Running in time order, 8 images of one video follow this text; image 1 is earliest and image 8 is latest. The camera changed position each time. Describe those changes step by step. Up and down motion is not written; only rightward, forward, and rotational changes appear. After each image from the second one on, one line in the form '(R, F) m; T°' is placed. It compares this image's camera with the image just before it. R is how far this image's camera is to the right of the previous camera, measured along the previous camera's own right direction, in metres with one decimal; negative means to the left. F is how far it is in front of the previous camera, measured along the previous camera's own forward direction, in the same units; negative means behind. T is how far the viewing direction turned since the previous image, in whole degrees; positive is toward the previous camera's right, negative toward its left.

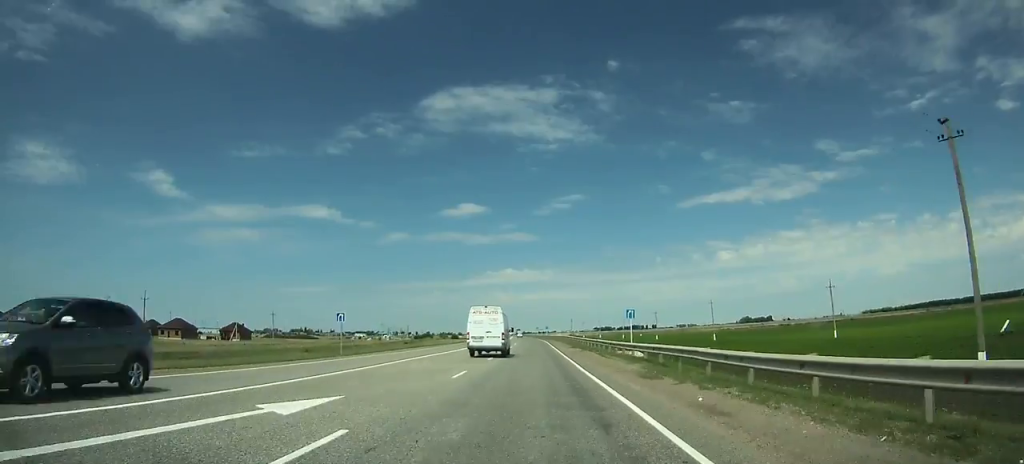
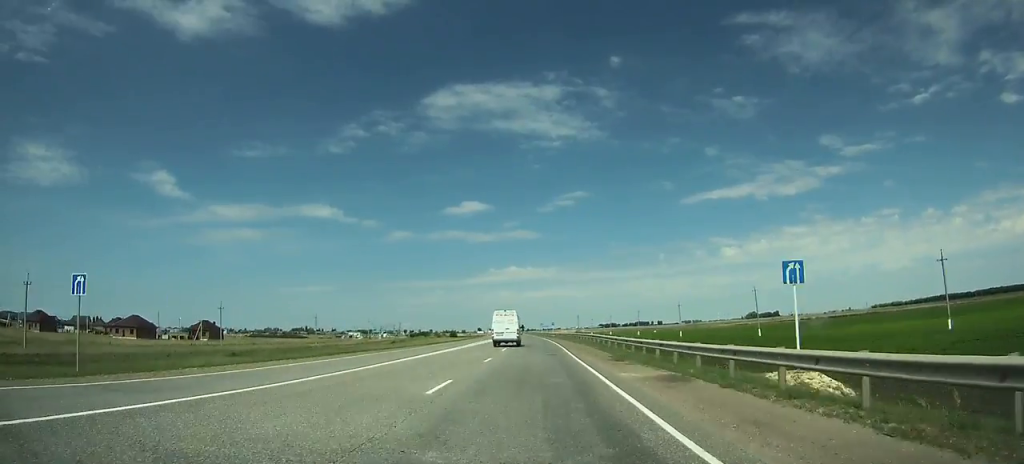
(-0.2, +29.5) m; -1°
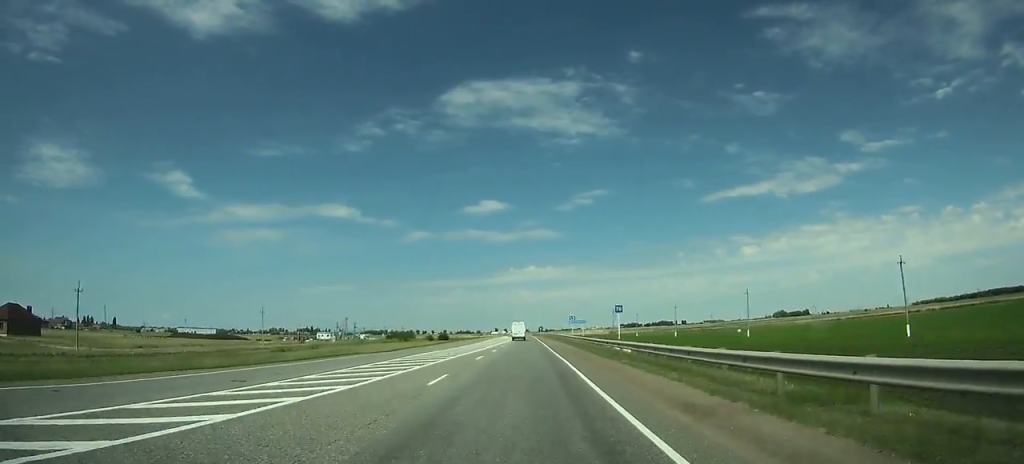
(-1.9, +110.3) m; -2°
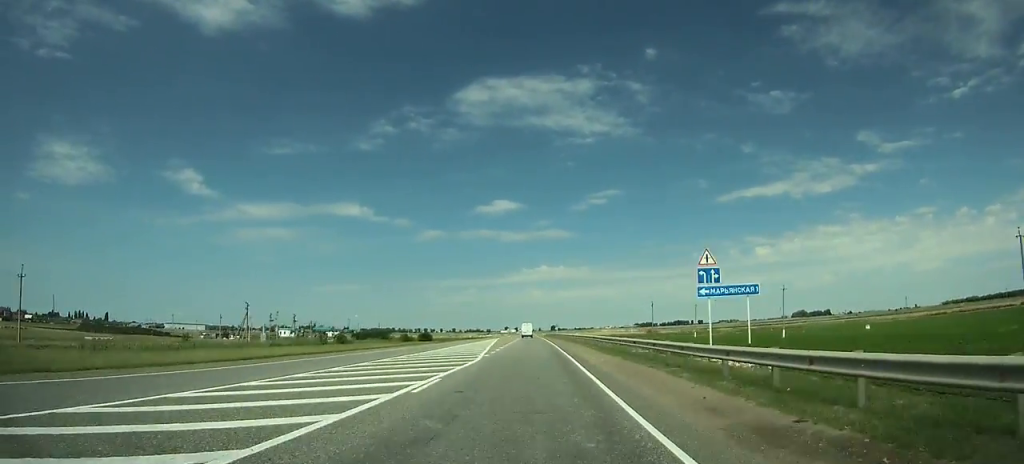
(-1.0, +77.3) m; -1°
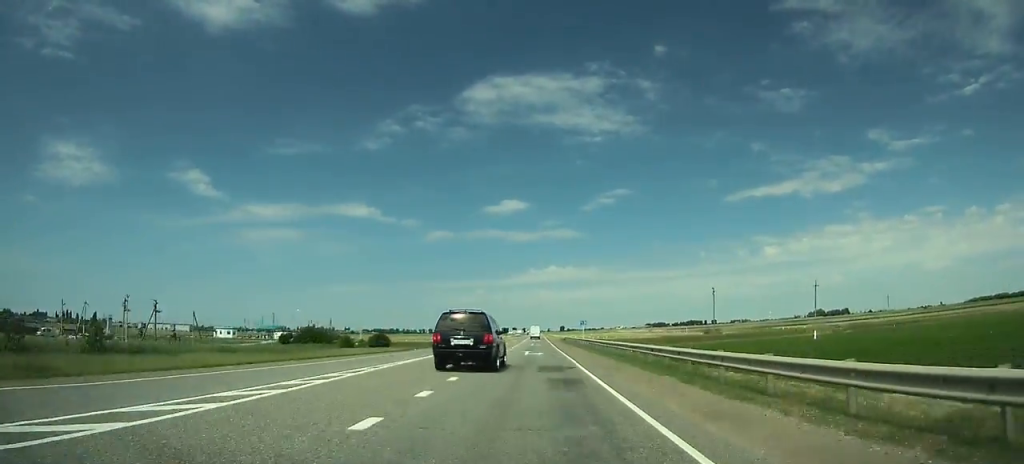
(-0.6, +72.7) m; -1°
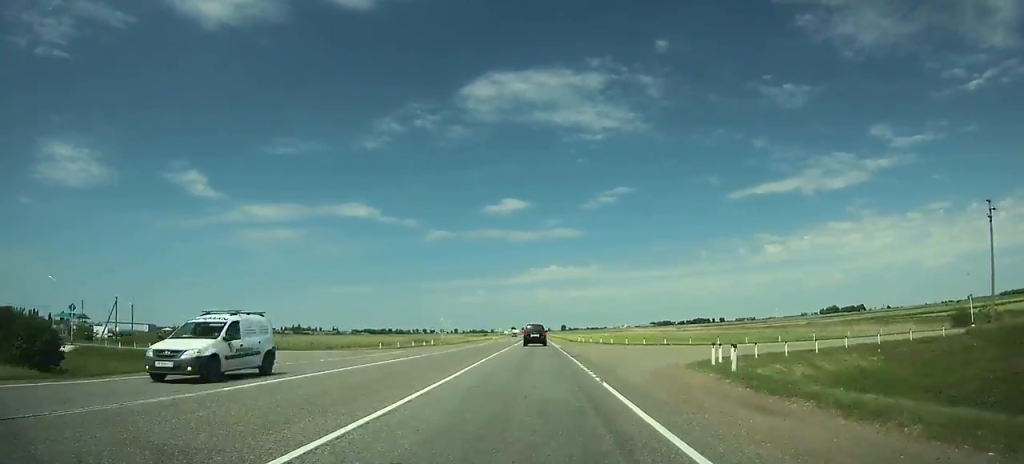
(-0.4, +106.2) m; 0°
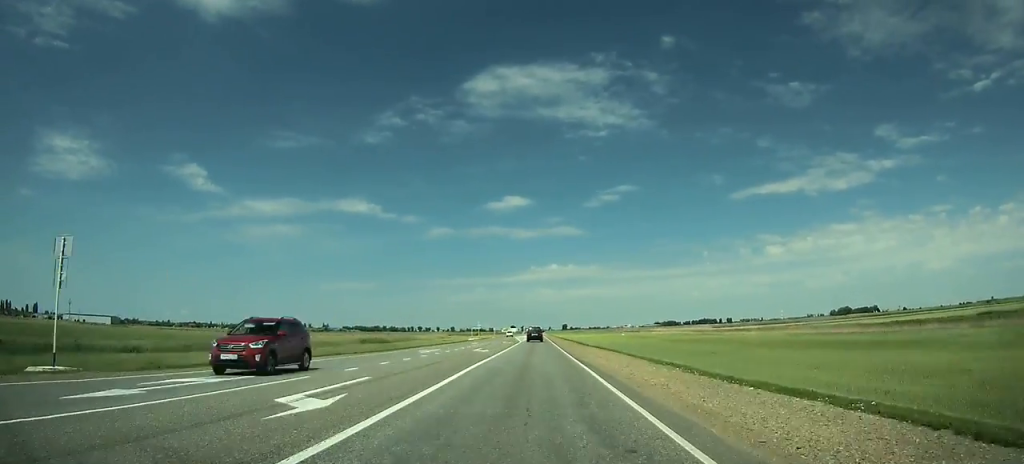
(0.0, +79.1) m; 0°
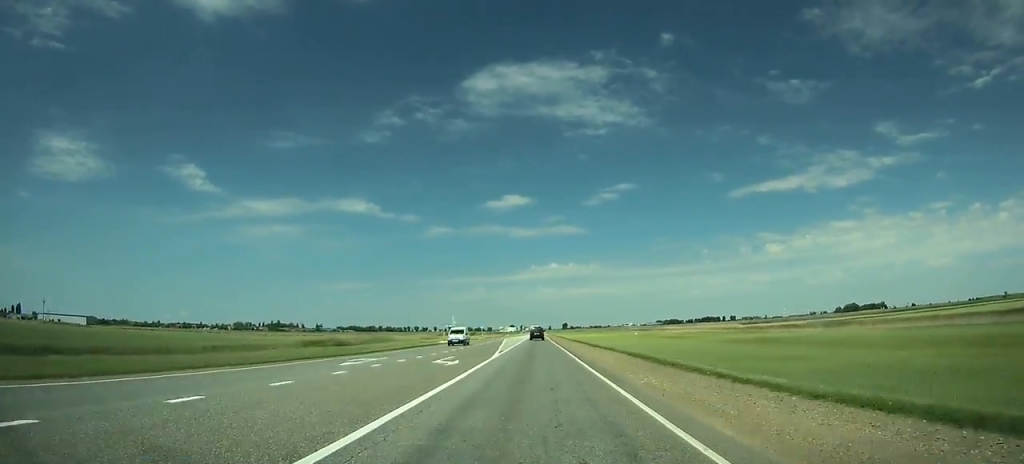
(-0.1, +43.4) m; 0°
